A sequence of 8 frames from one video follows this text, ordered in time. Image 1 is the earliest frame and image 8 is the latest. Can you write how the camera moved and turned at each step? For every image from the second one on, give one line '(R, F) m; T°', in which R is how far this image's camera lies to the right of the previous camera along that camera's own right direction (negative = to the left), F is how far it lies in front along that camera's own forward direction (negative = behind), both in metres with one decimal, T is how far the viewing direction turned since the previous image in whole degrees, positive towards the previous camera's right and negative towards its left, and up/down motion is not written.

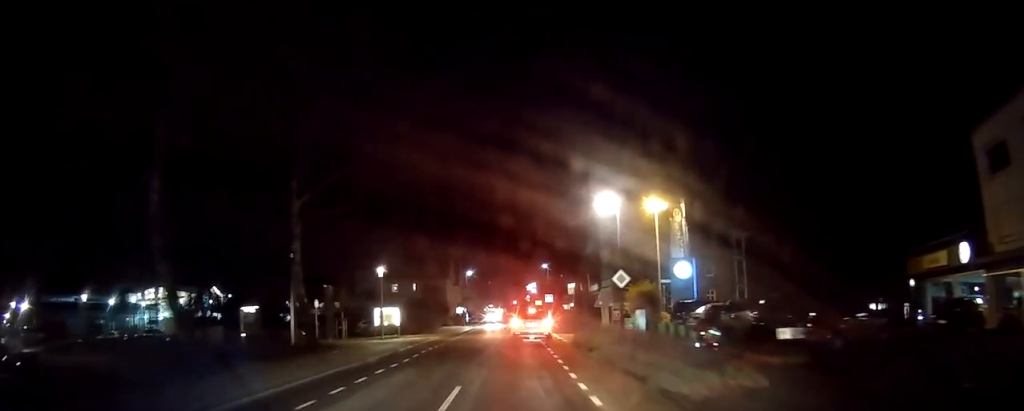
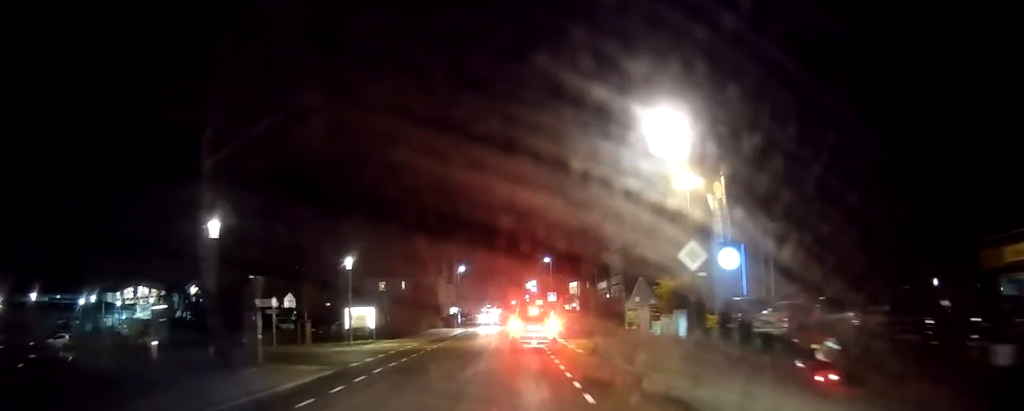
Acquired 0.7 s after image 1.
(0.0, +7.8) m; 0°
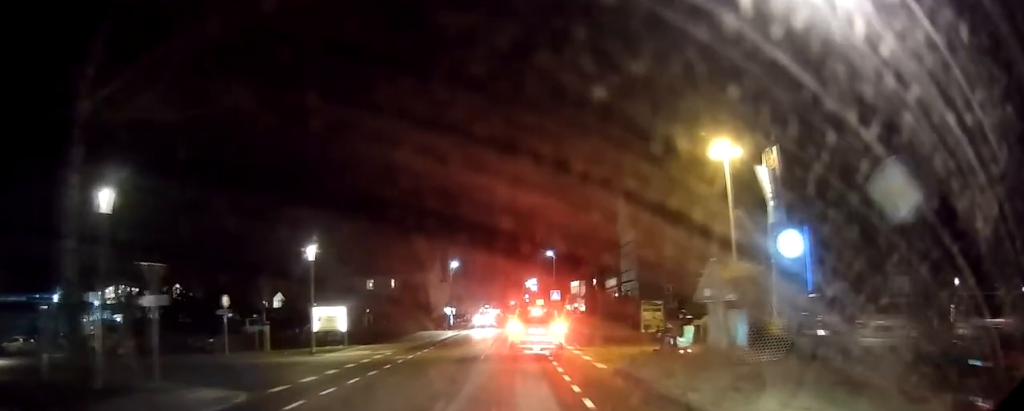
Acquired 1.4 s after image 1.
(0.0, +7.2) m; -1°
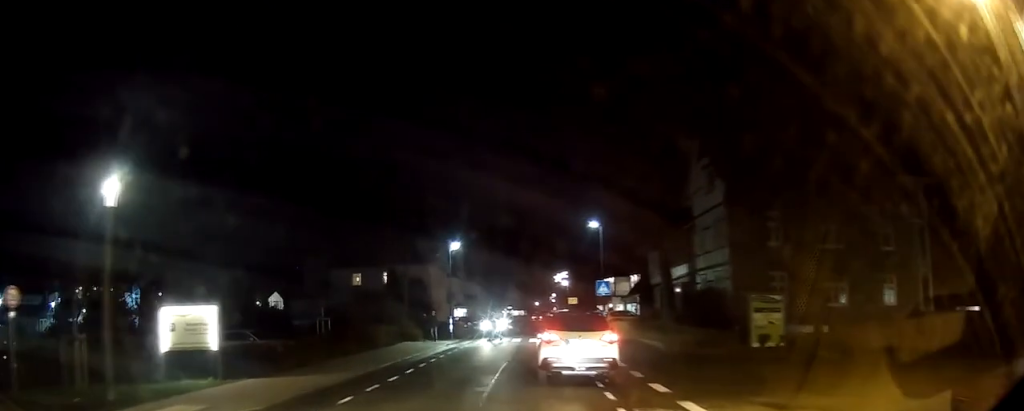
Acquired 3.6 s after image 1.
(-0.3, +23.0) m; -1°
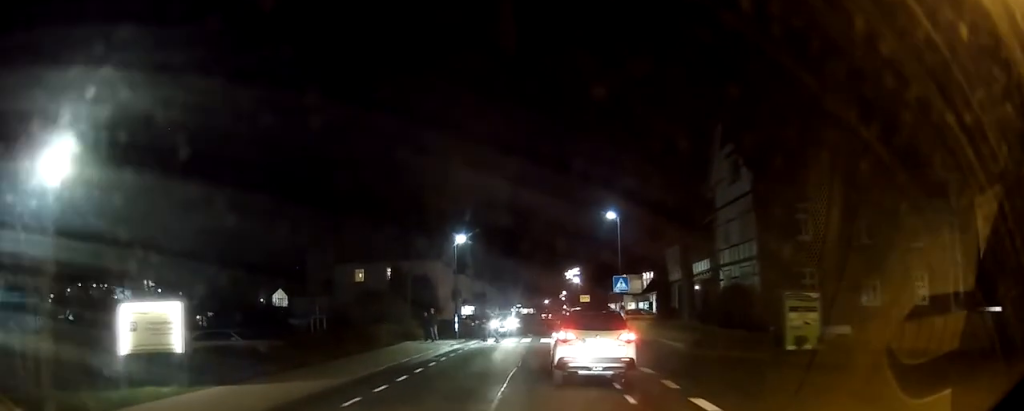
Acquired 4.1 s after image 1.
(-0.1, +3.9) m; -2°
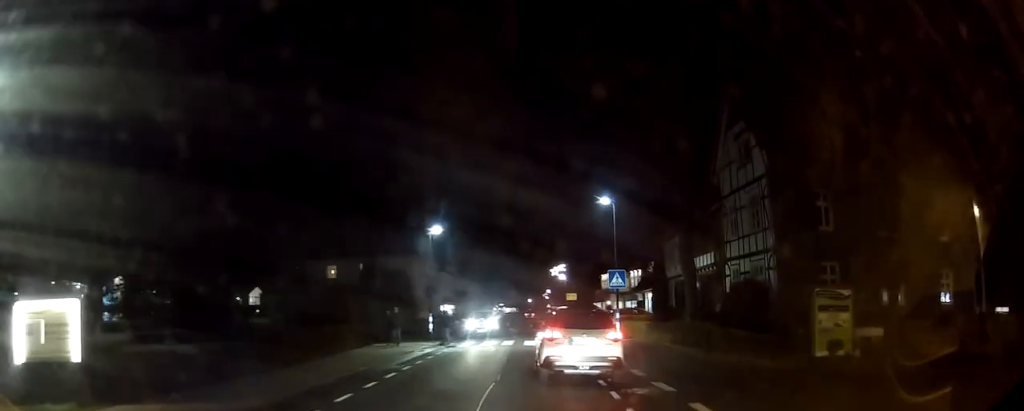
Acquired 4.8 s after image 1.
(-0.1, +5.4) m; -1°
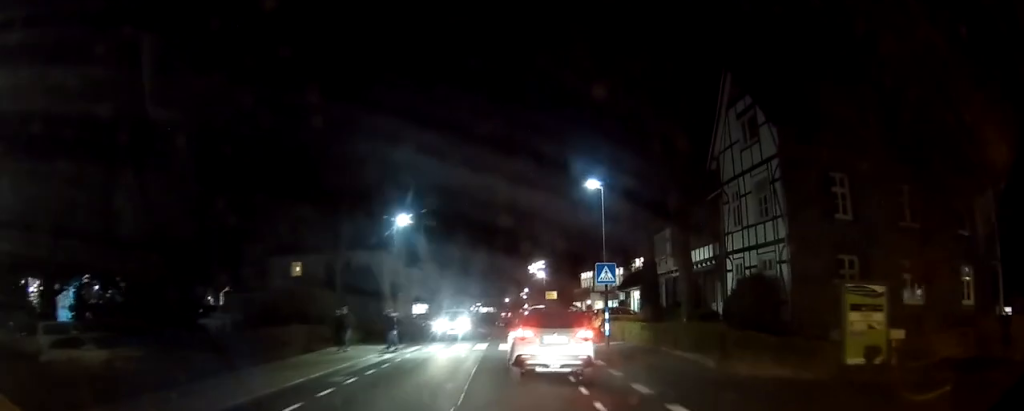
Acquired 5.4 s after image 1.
(-0.3, +4.9) m; +2°
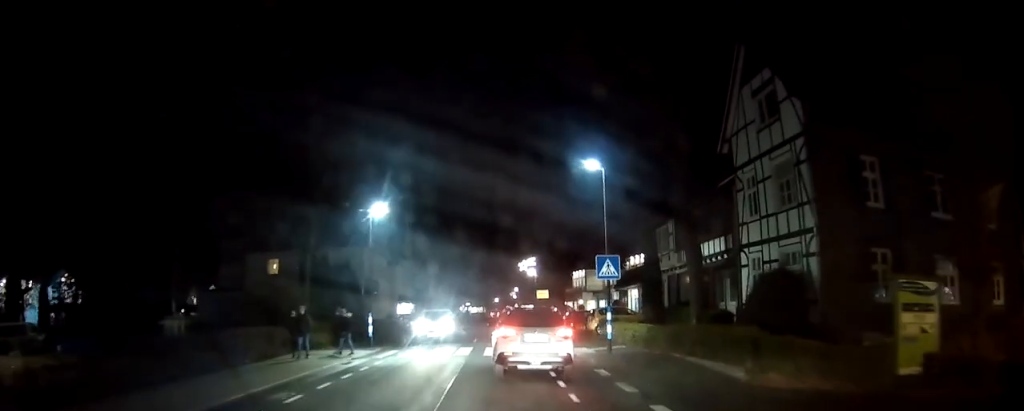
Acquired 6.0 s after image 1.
(+0.3, +3.7) m; 0°
